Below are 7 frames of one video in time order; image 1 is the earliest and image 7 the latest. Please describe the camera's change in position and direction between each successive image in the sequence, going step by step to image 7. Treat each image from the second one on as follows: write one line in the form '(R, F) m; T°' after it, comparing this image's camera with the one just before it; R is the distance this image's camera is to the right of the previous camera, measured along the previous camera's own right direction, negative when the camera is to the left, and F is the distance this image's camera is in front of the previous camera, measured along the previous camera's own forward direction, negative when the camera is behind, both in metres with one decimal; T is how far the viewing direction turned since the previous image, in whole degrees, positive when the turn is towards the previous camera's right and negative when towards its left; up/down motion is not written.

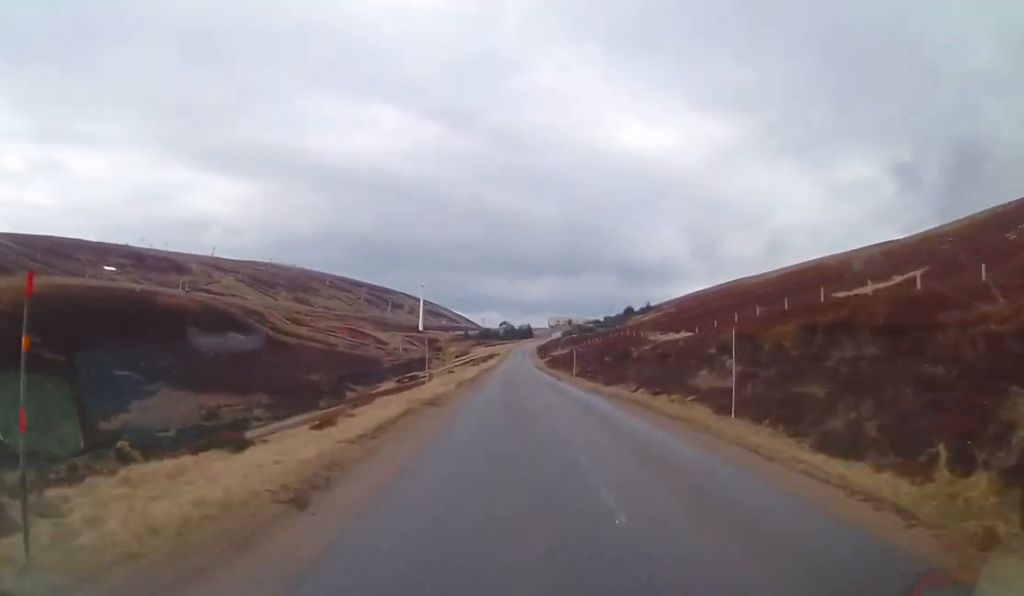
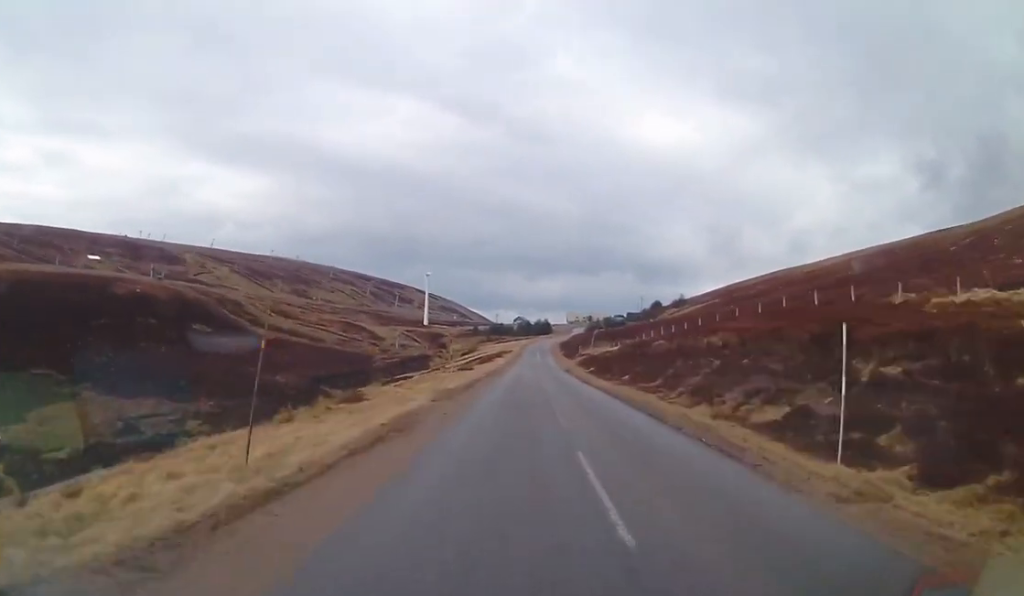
(-0.6, +44.4) m; -1°
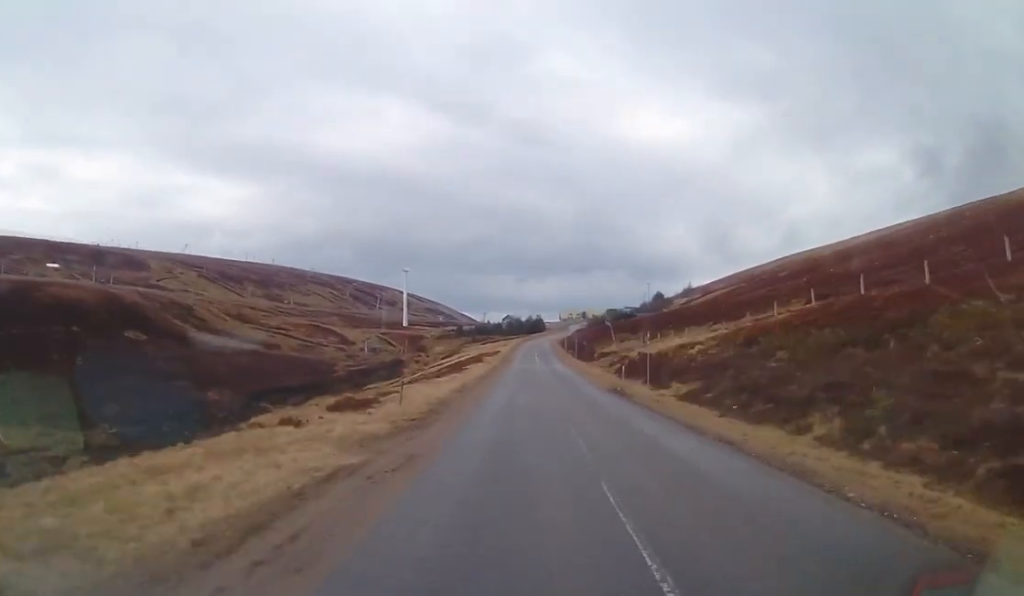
(-0.3, +36.6) m; +1°
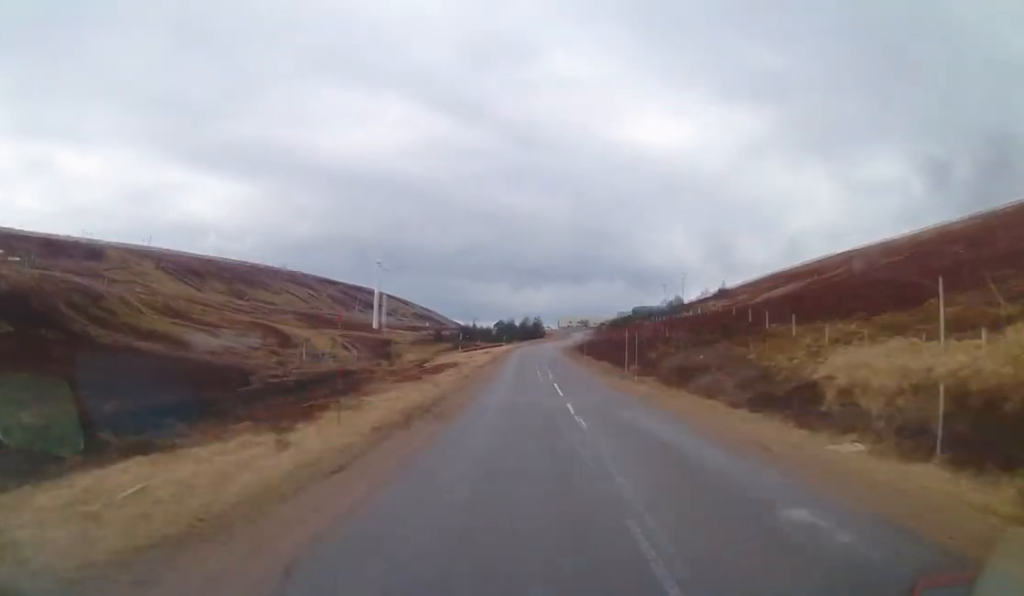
(+1.0, +58.4) m; +2°
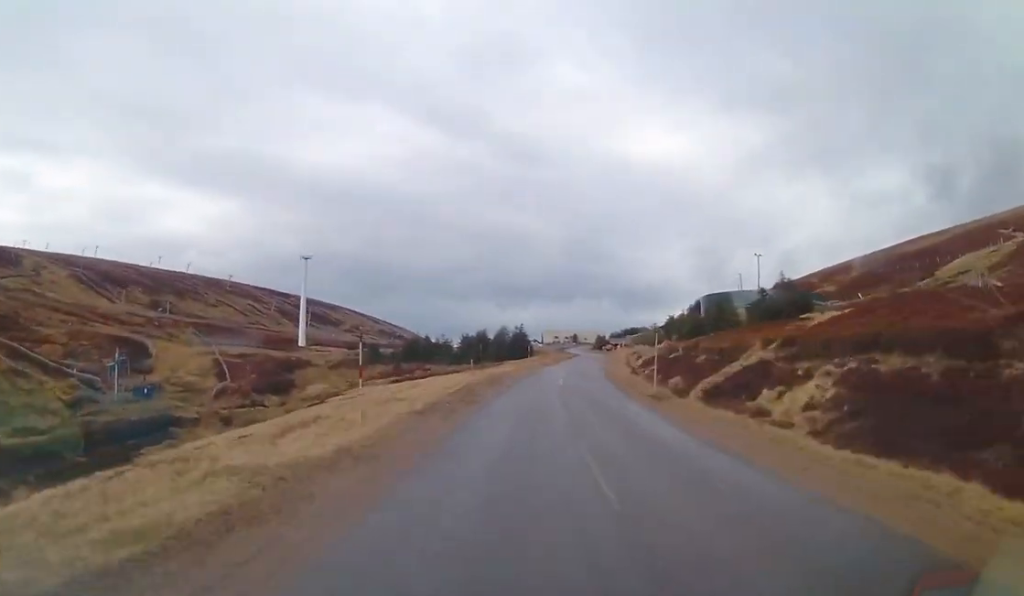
(+1.0, +72.6) m; +3°
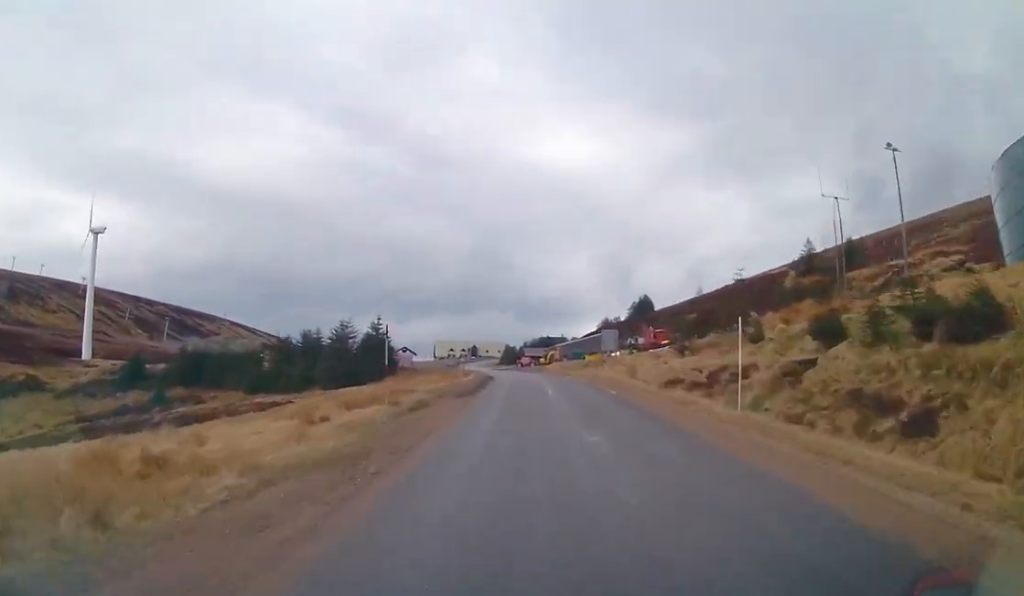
(+3.9, +69.1) m; +3°
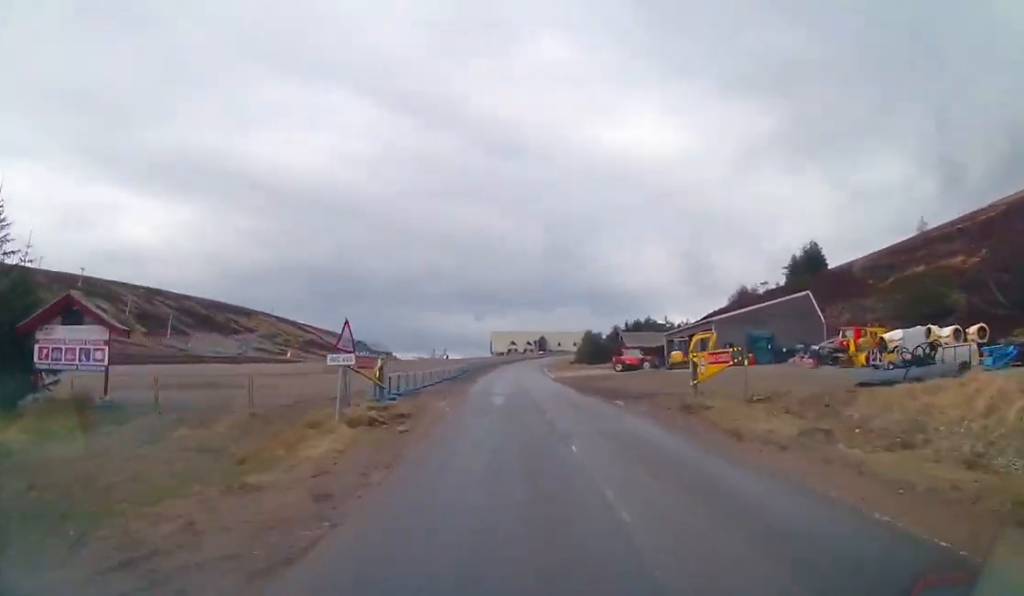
(-1.4, +77.4) m; -3°
